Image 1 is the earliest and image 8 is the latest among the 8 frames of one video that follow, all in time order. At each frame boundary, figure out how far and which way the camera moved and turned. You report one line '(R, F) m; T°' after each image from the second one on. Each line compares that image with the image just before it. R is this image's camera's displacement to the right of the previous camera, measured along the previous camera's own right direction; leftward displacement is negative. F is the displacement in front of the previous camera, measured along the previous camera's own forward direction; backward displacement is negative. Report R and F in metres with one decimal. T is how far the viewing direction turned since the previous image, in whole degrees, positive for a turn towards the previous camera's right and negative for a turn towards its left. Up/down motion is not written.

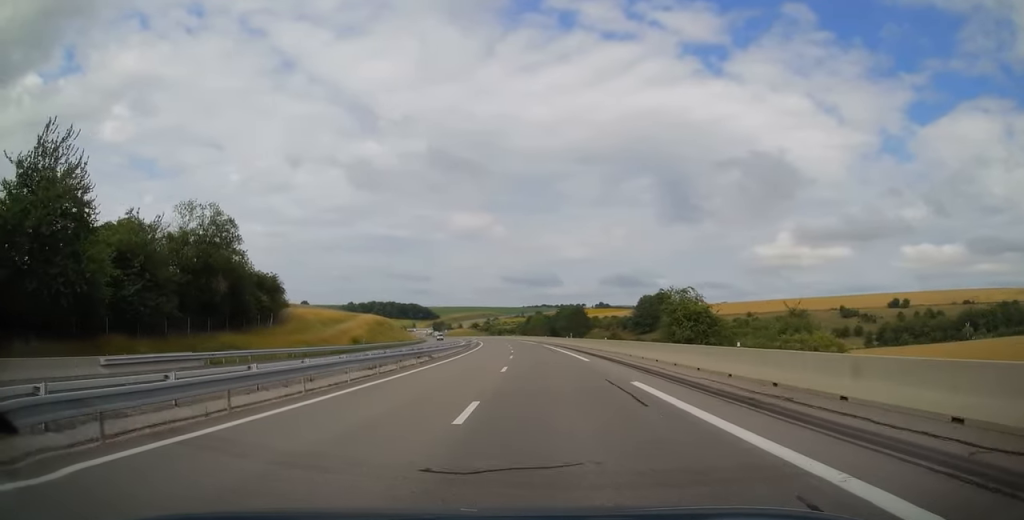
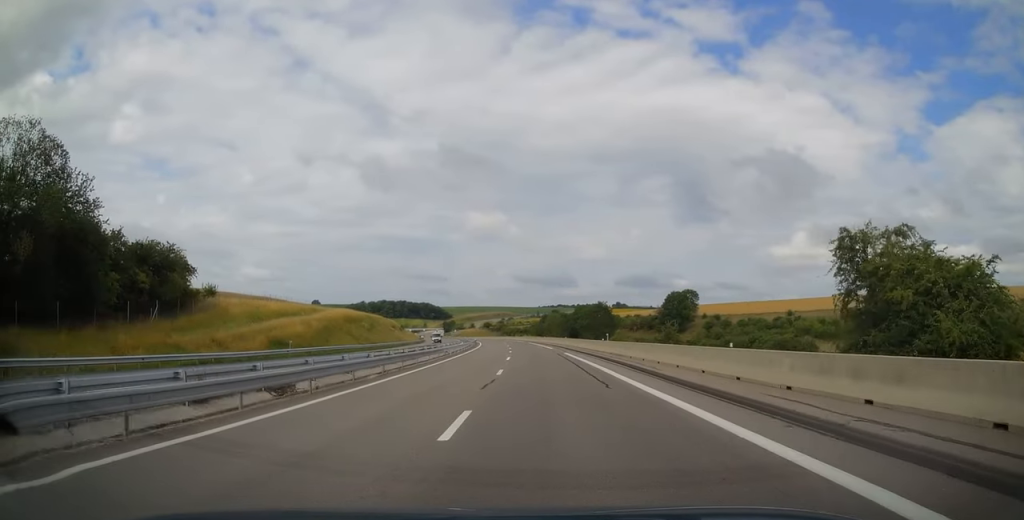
(-0.4, +27.5) m; -2°
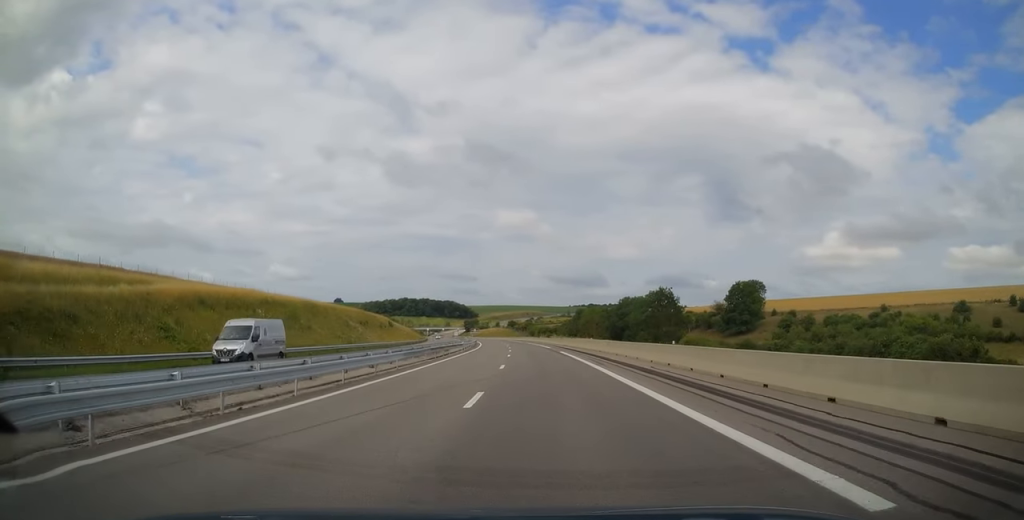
(-1.2, +48.5) m; -3°
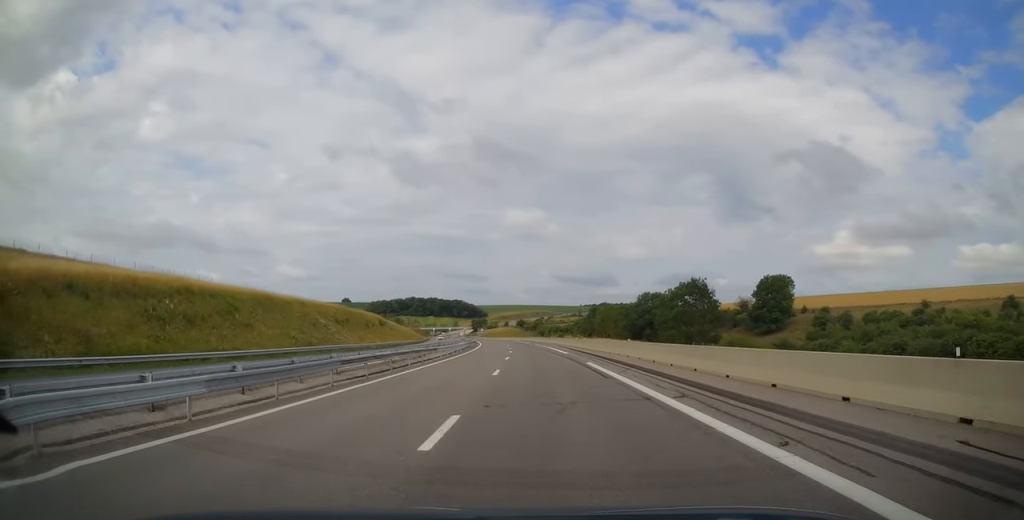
(-0.2, +17.1) m; -1°
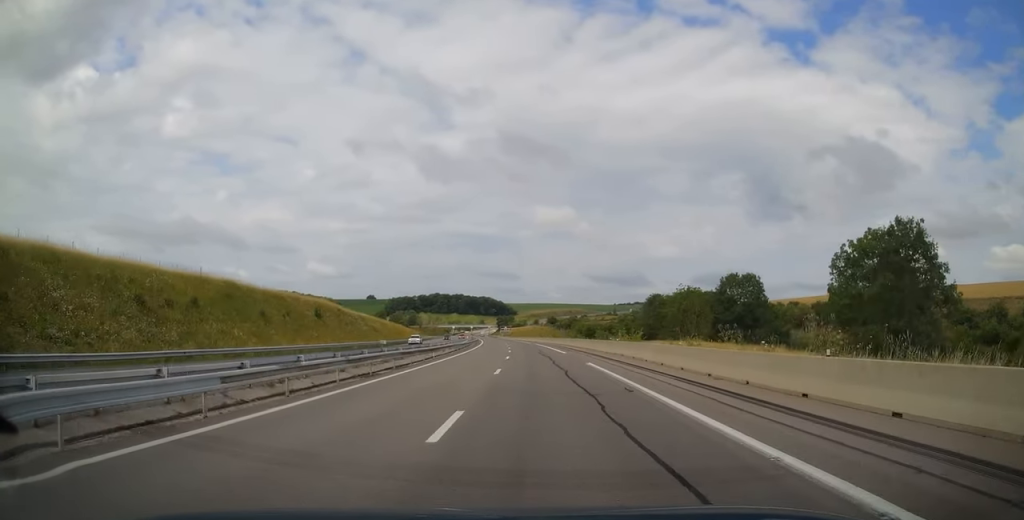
(-1.1, +51.5) m; -2°
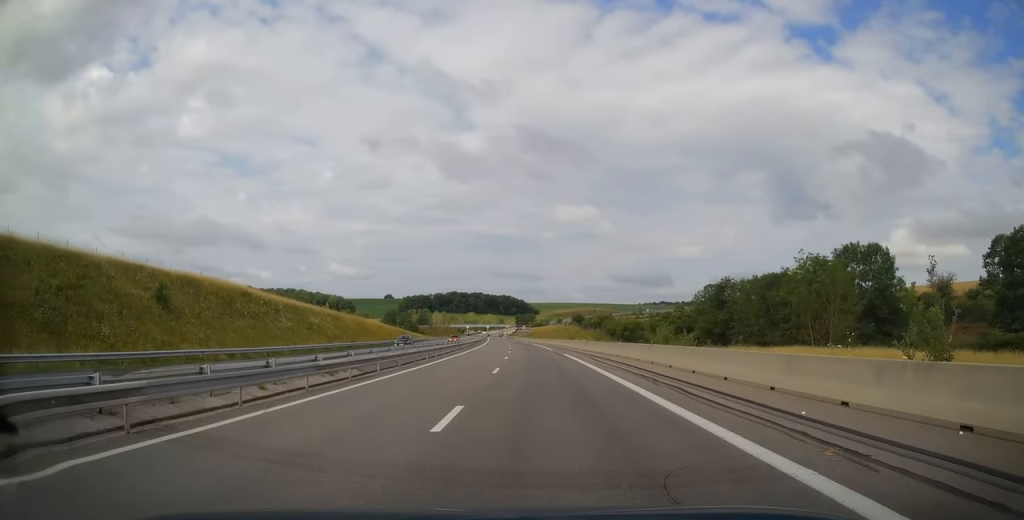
(-0.8, +38.2) m; -2°
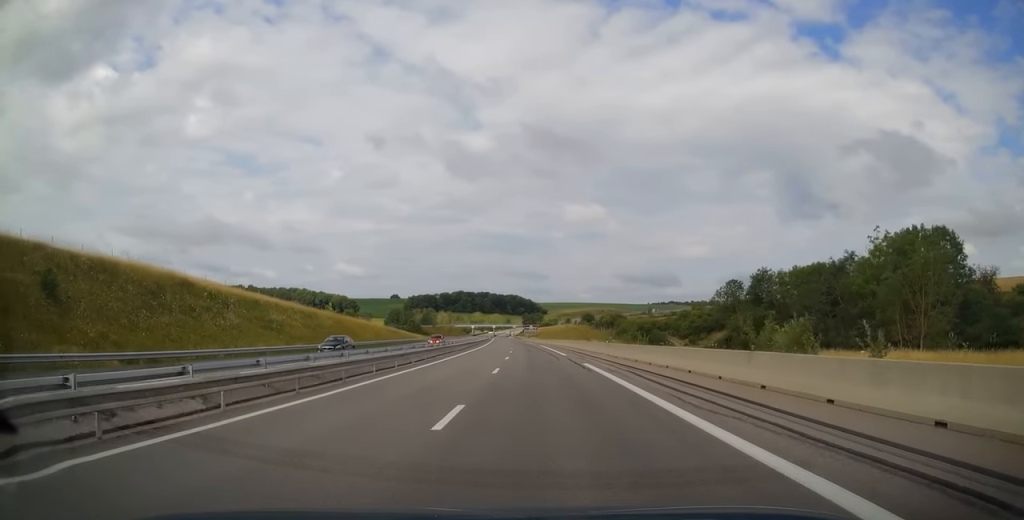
(-0.2, +12.8) m; -1°
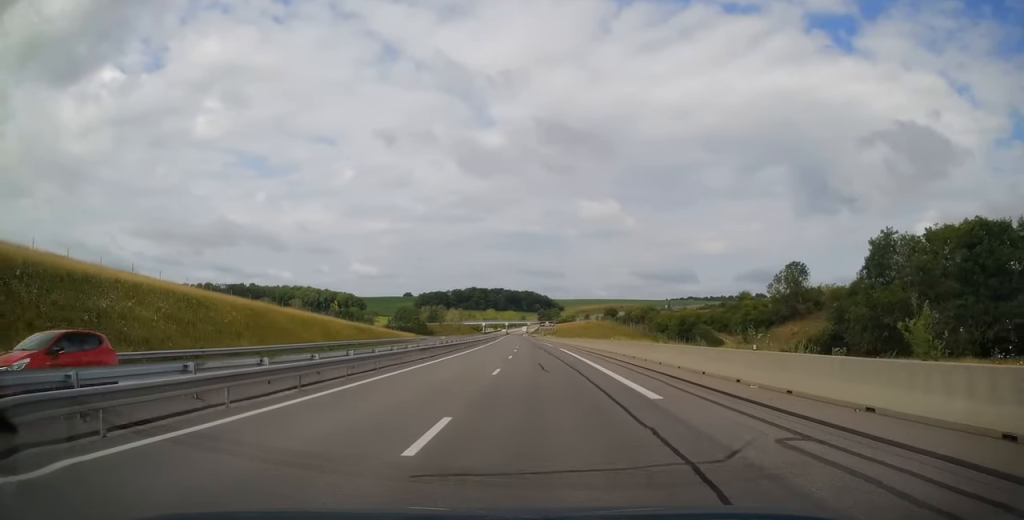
(0.0, +28.0) m; -1°
